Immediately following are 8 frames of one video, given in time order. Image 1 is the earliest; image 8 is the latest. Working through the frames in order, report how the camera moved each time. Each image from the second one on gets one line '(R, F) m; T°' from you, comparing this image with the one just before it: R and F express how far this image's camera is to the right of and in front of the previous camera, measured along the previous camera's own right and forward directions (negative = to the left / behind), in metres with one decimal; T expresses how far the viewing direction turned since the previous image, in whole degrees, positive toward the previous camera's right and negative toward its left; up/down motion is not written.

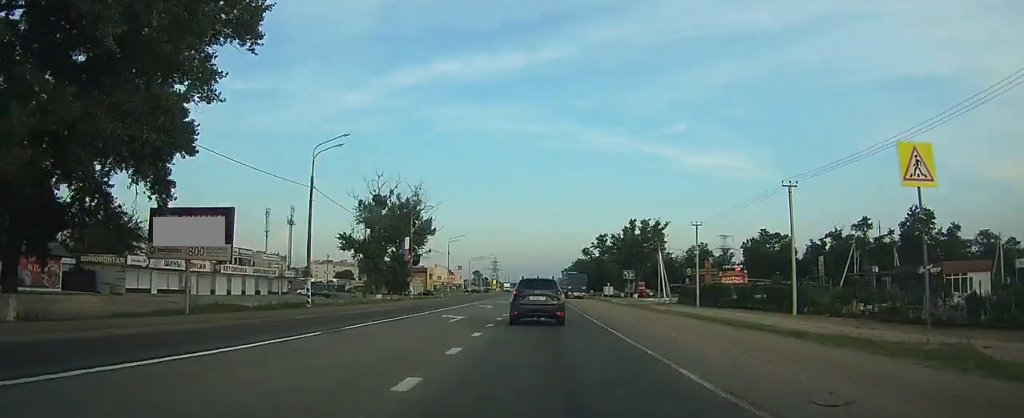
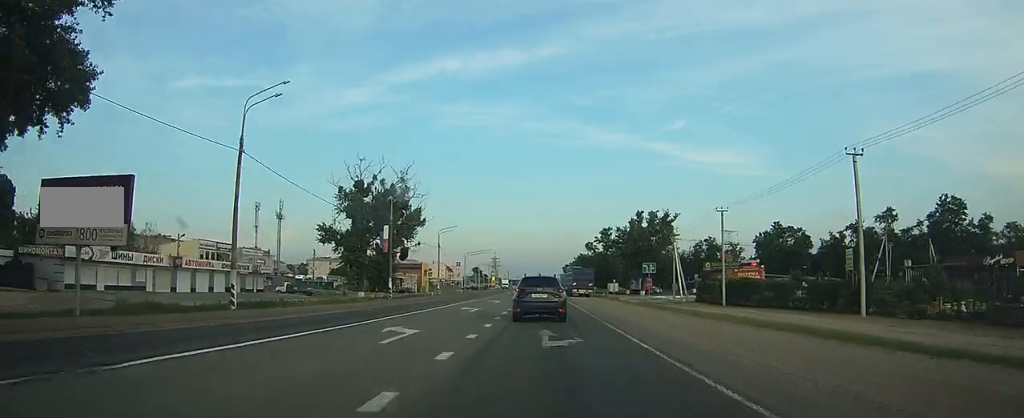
(0.0, +9.4) m; 0°
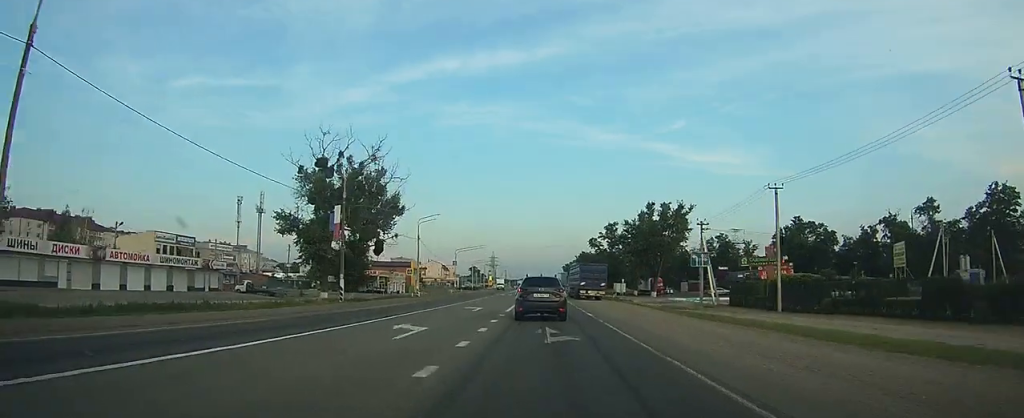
(-0.1, +13.9) m; 0°
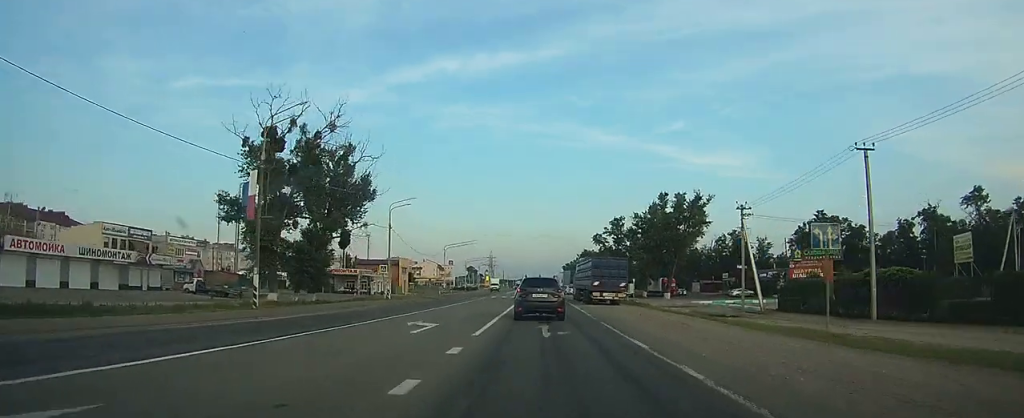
(0.0, +13.5) m; 0°
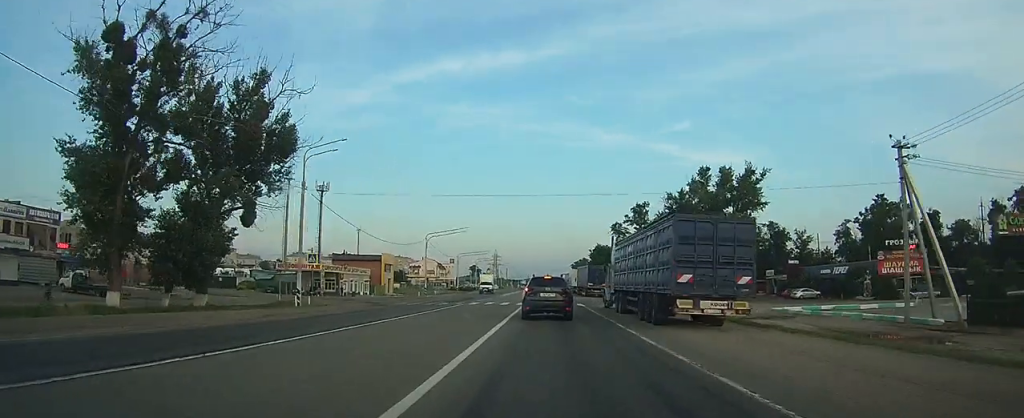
(0.0, +23.1) m; 0°
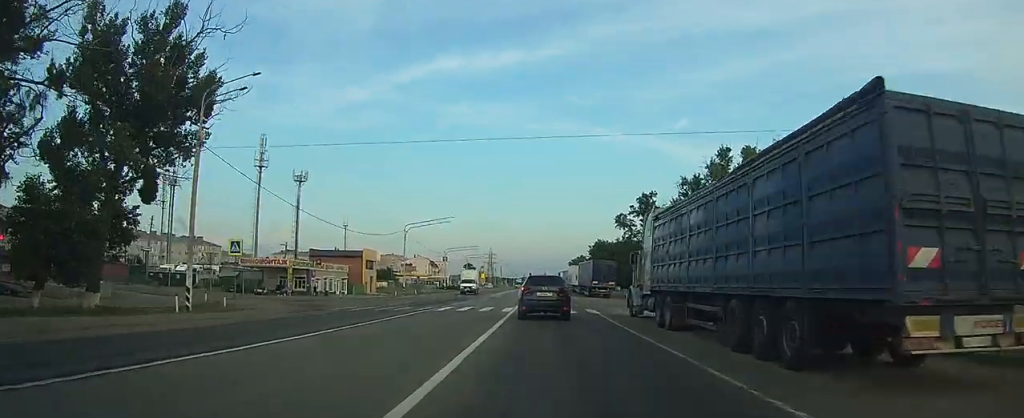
(0.0, +11.3) m; 0°
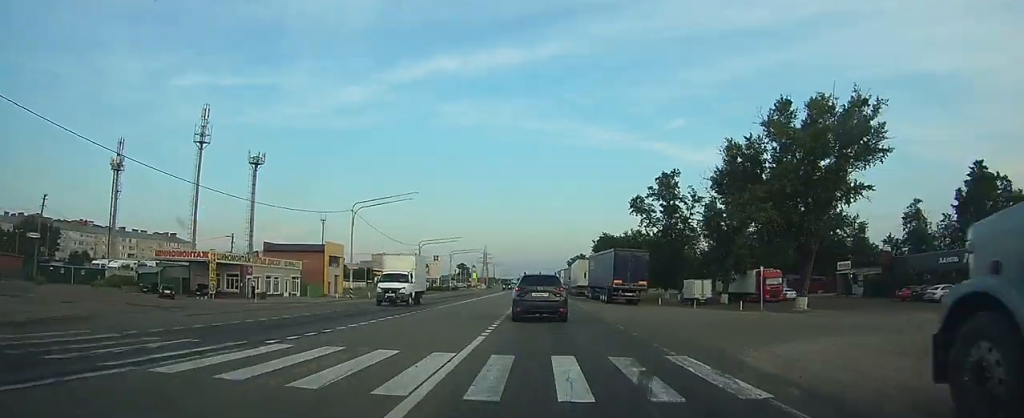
(-0.1, +20.2) m; 0°
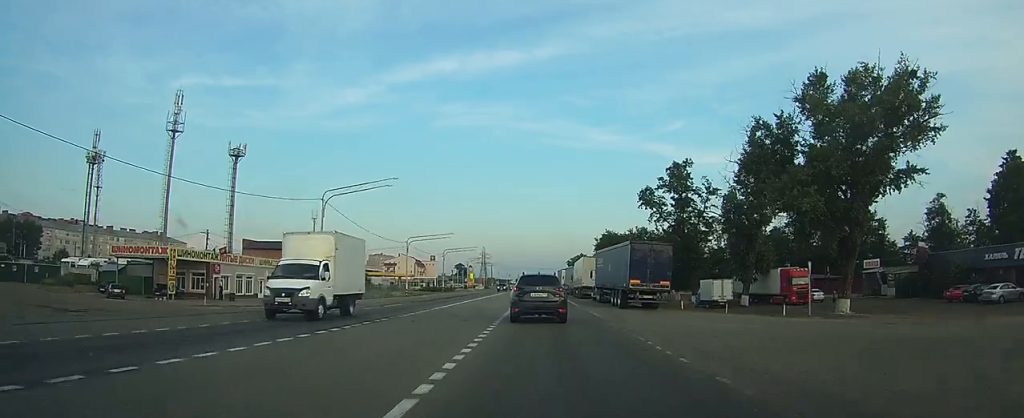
(0.0, +7.8) m; 0°
